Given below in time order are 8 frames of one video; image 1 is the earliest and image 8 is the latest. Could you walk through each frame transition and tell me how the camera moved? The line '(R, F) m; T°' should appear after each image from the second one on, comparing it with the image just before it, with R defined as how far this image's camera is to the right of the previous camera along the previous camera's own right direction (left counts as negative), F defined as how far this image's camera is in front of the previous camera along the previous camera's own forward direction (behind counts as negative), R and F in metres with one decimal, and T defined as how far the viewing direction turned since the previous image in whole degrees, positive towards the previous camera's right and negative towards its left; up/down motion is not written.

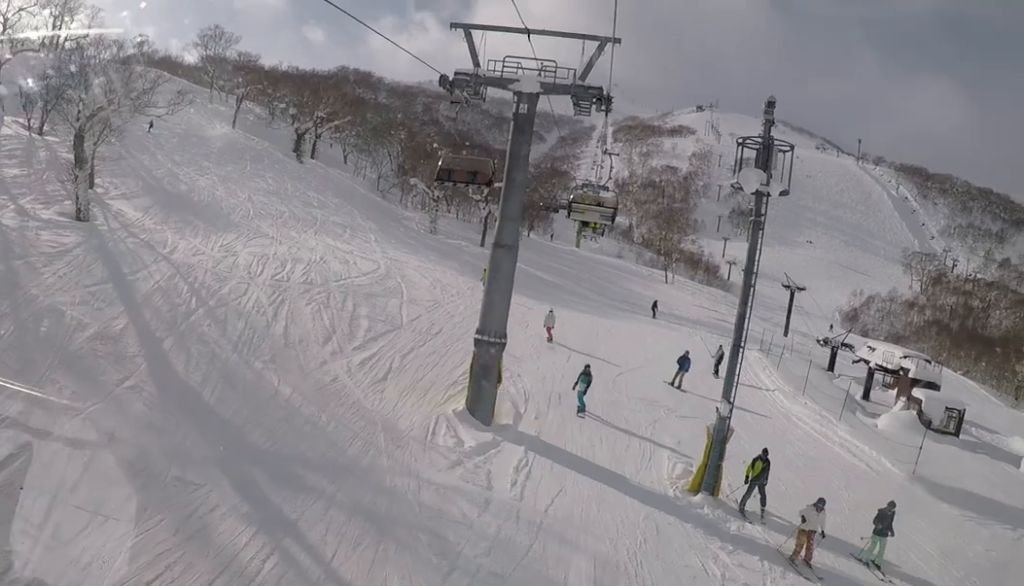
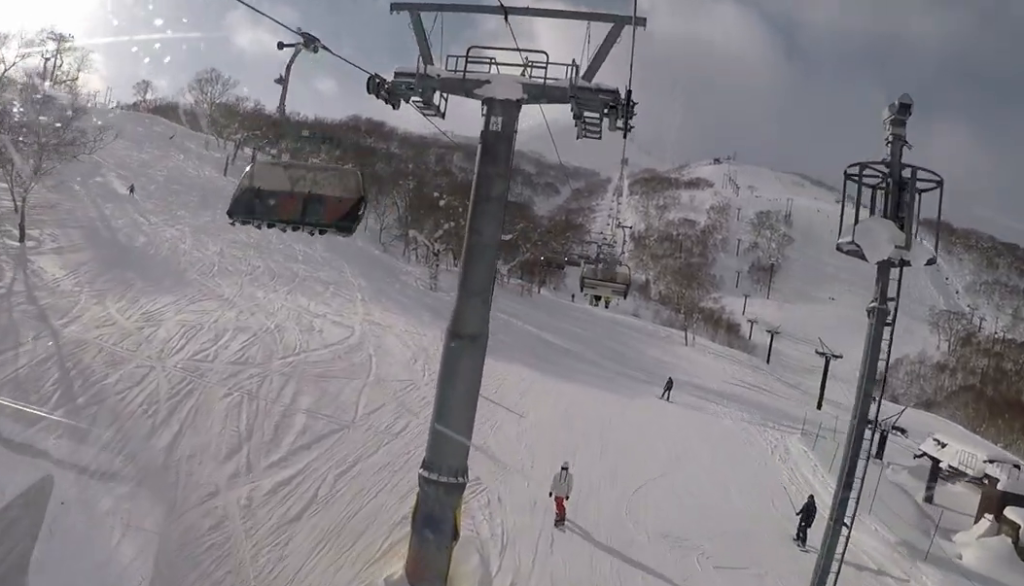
(-0.9, +7.5) m; -9°
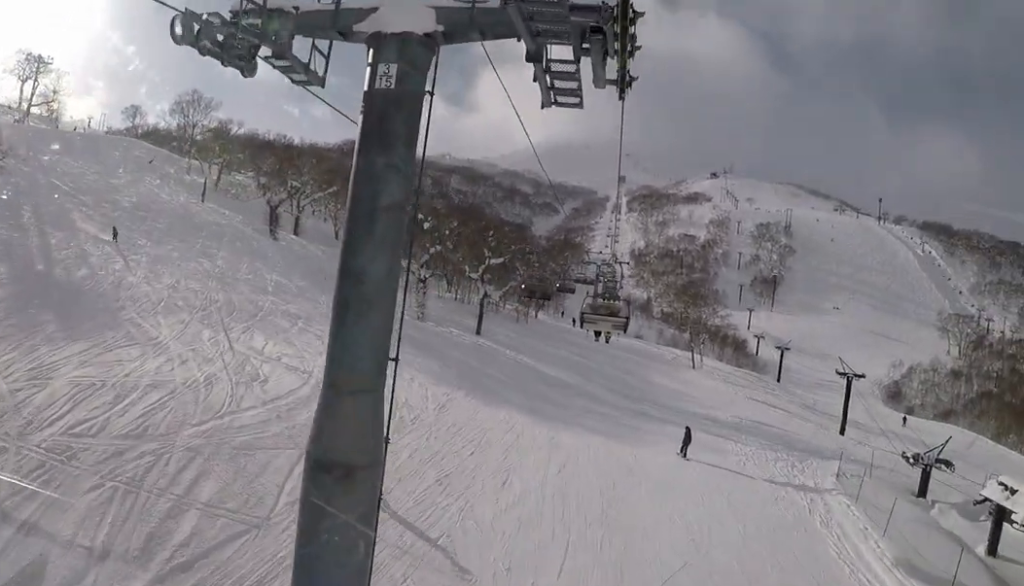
(+0.2, +6.6) m; +8°
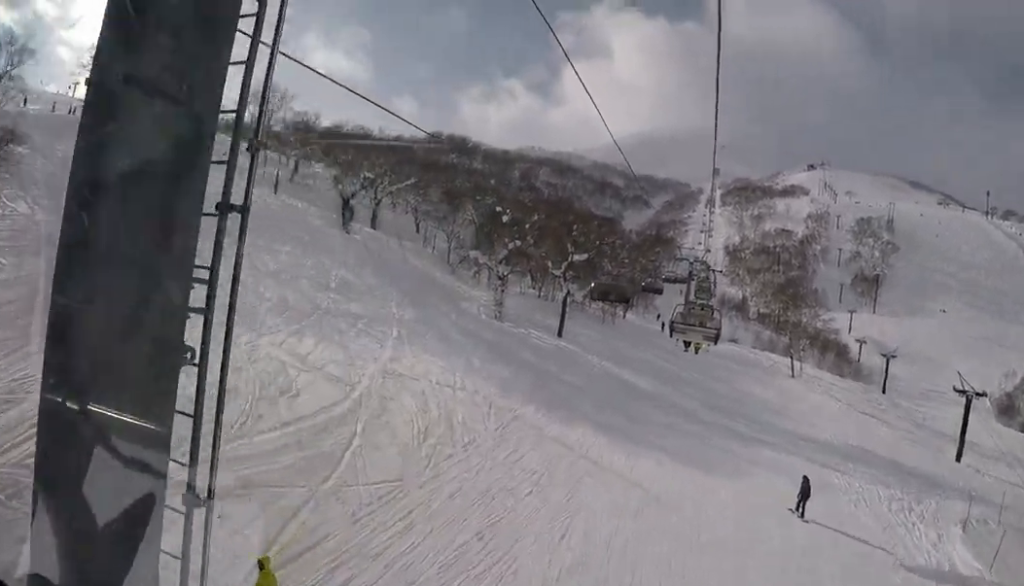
(+0.4, +4.5) m; +9°
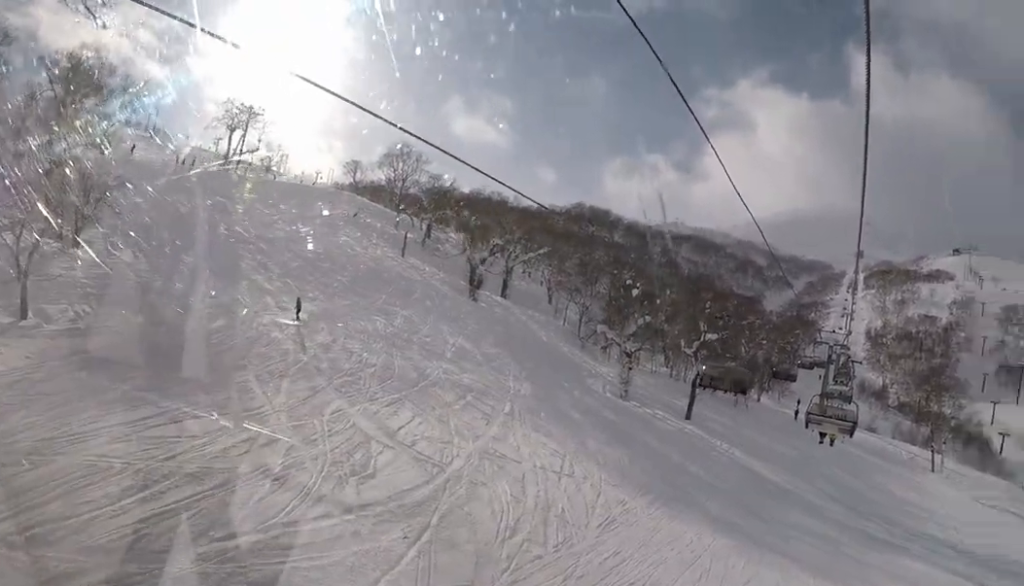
(+0.8, +3.7) m; -3°
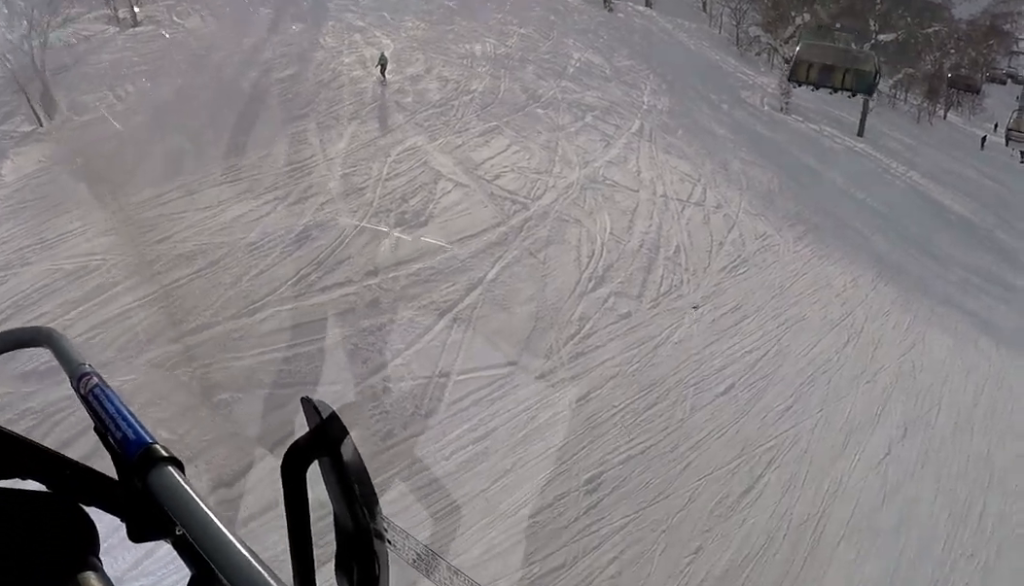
(-1.7, +6.5) m; -15°
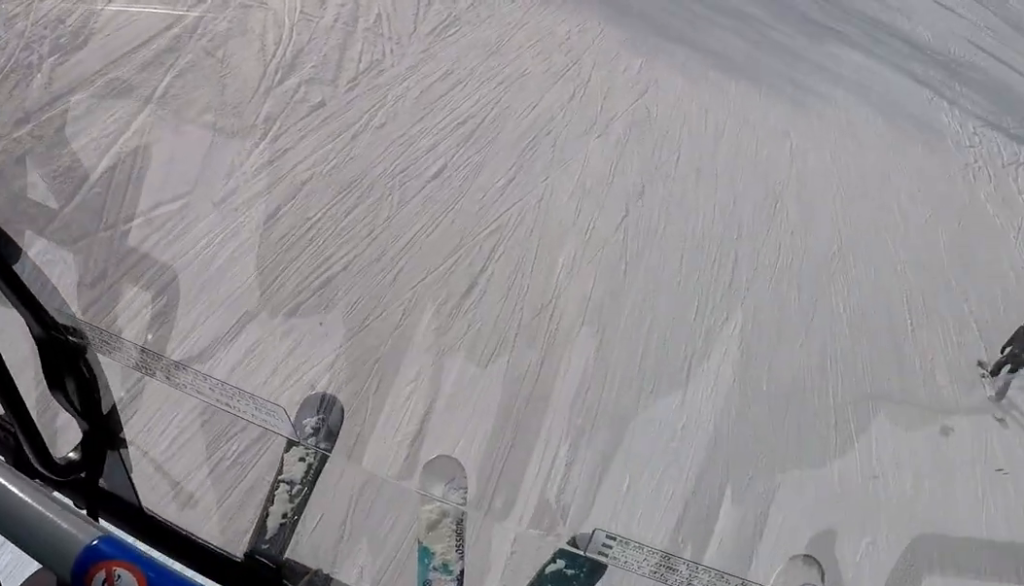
(0.0, +2.3) m; 0°
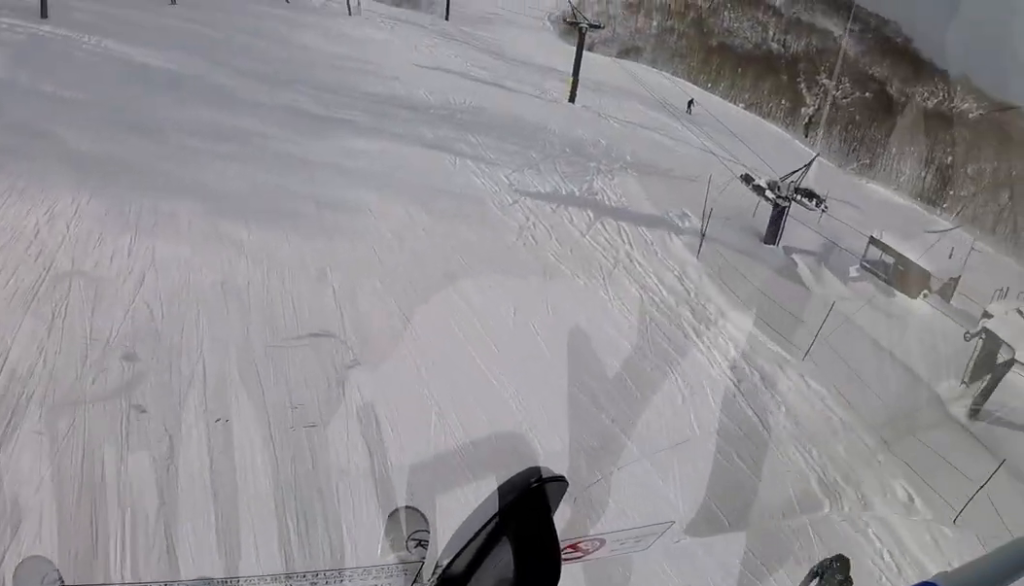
(0.0, +4.7) m; +2°
